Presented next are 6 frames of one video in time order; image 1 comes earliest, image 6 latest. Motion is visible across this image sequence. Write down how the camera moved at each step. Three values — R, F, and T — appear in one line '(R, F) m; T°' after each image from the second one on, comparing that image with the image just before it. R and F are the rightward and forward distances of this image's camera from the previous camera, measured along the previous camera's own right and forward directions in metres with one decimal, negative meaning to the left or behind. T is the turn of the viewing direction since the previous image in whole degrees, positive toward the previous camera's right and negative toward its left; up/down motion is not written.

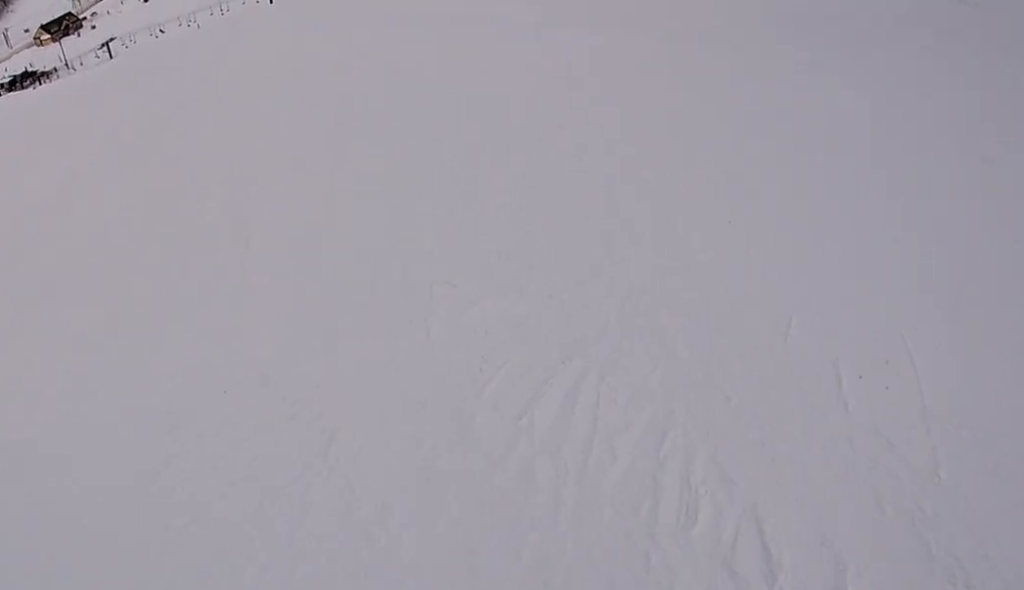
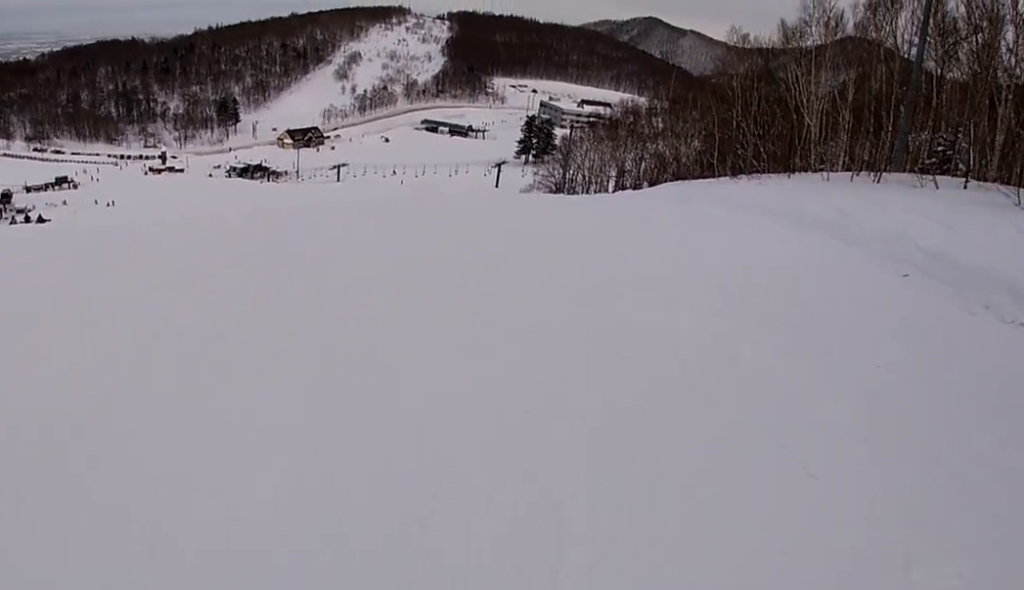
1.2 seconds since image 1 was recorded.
(-0.1, +5.6) m; -13°
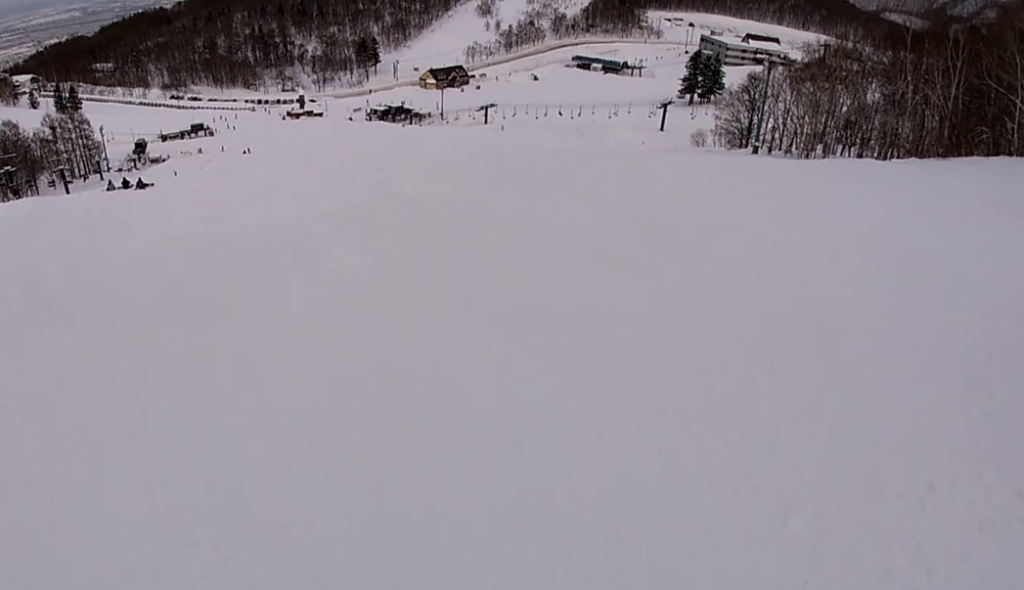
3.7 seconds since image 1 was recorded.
(-0.5, +13.6) m; +2°
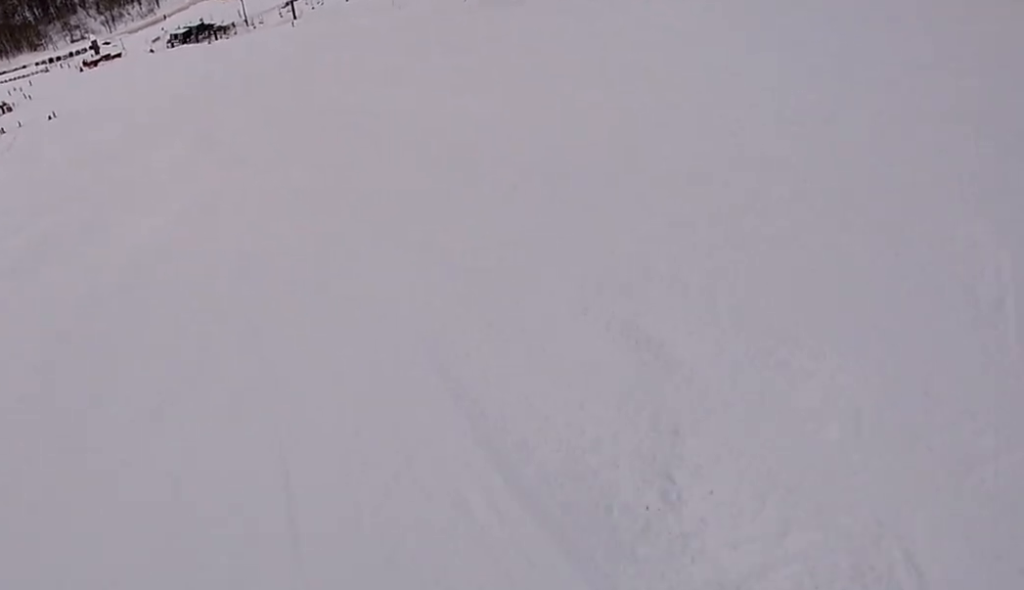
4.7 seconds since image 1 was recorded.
(-0.4, +5.9) m; +17°
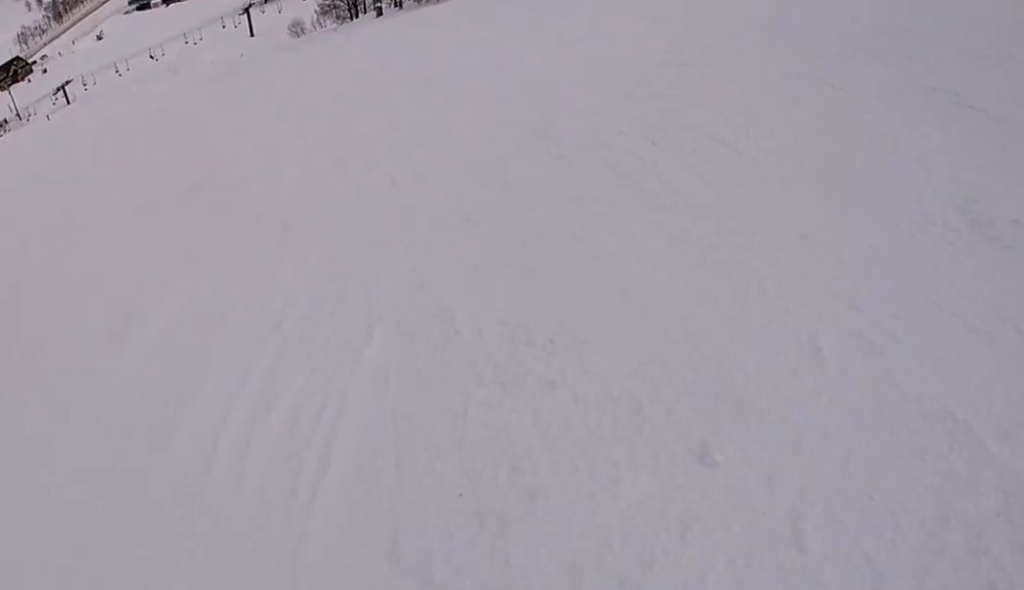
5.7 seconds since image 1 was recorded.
(+2.3, +6.9) m; +15°
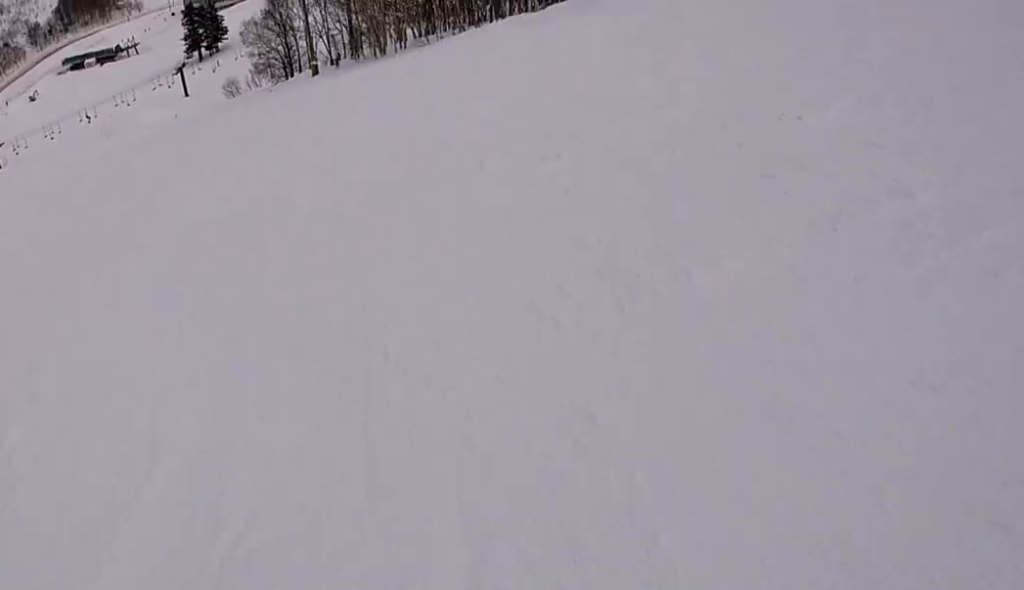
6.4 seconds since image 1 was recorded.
(+0.3, +4.5) m; -7°
